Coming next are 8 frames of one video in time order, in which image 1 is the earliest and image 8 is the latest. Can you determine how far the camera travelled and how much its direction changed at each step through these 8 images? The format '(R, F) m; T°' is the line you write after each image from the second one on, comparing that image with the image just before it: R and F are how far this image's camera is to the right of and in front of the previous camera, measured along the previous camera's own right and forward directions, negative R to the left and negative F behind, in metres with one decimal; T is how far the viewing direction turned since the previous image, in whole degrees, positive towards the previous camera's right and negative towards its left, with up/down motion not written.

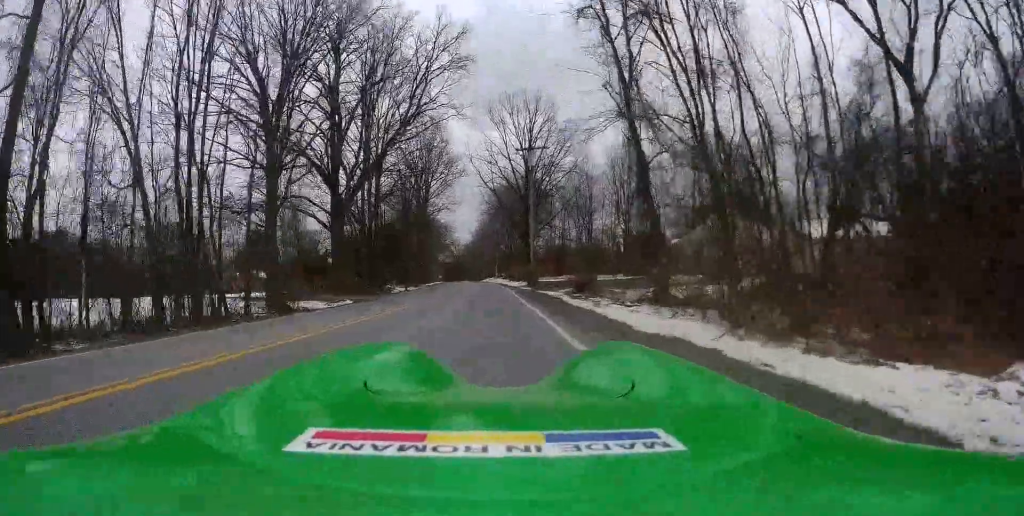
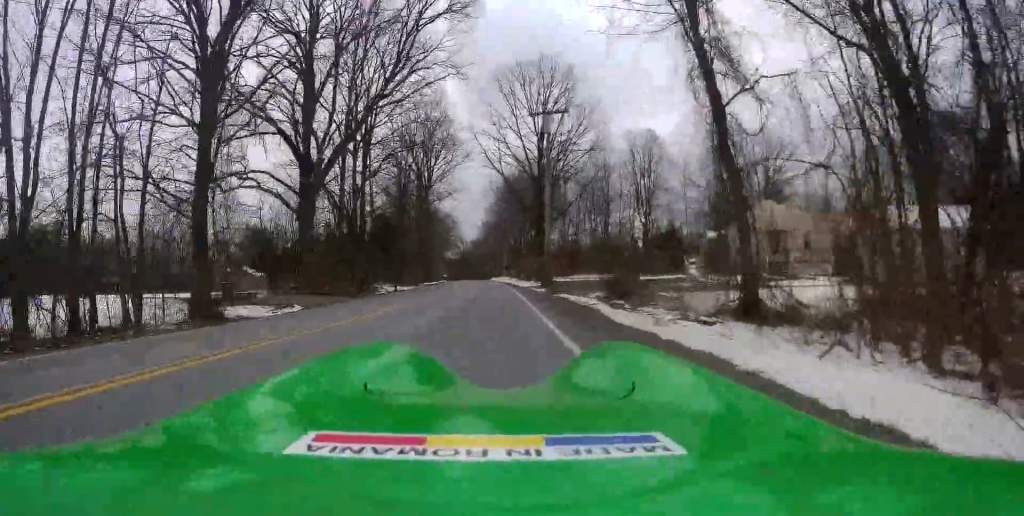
(0.0, +8.8) m; 0°
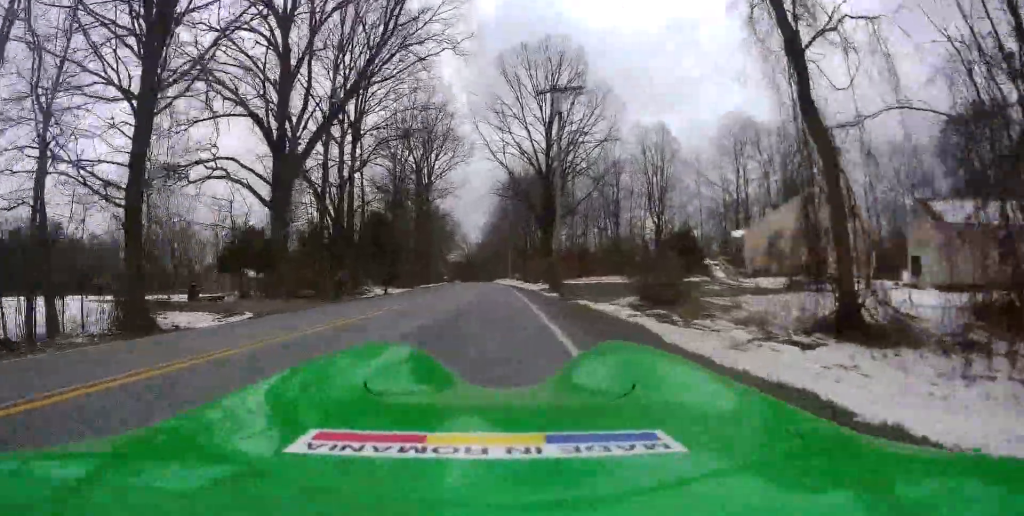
(0.0, +4.4) m; 0°
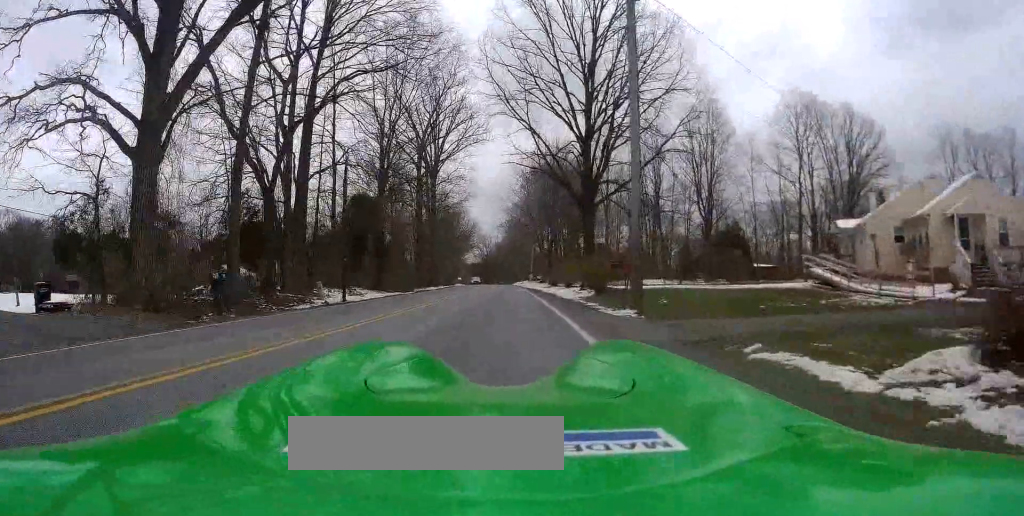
(-0.1, +11.0) m; -1°
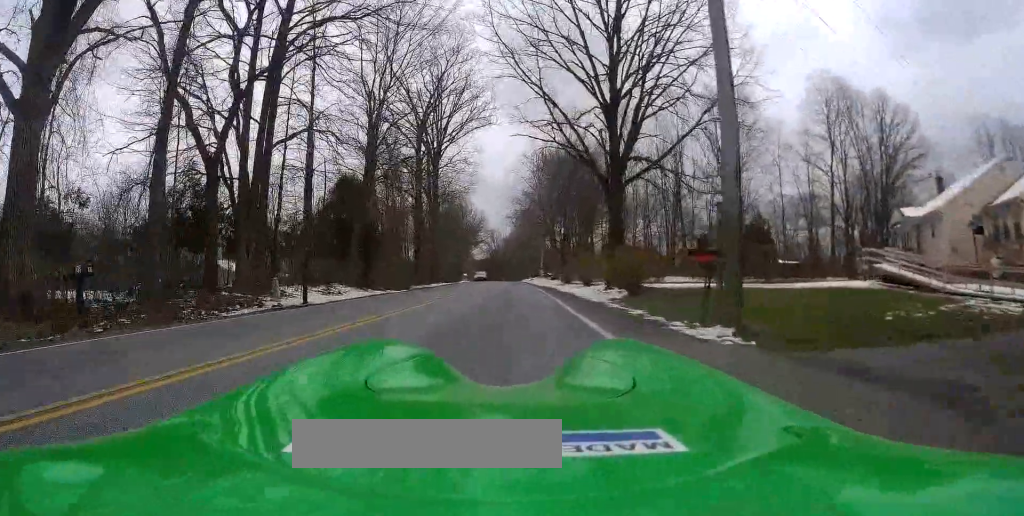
(0.0, +4.9) m; -1°
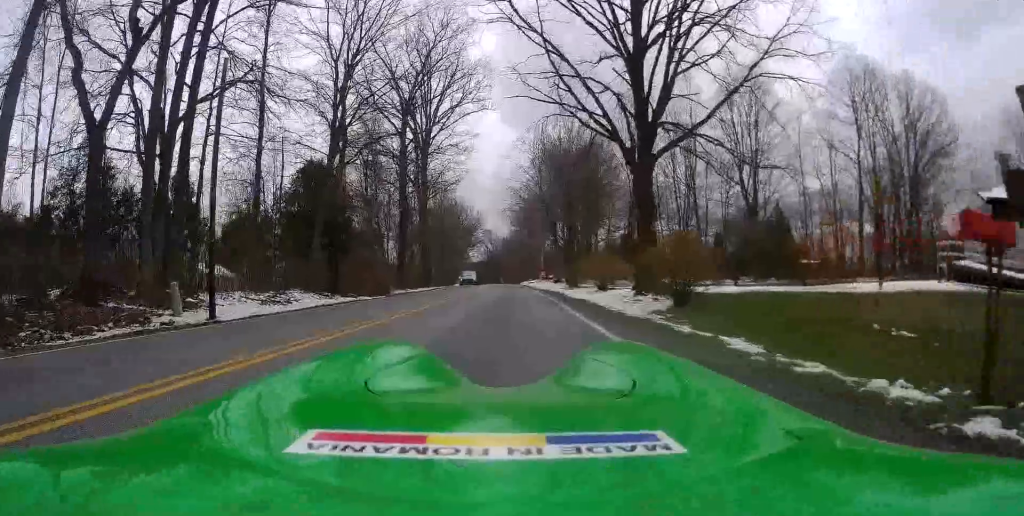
(-0.1, +5.5) m; -1°
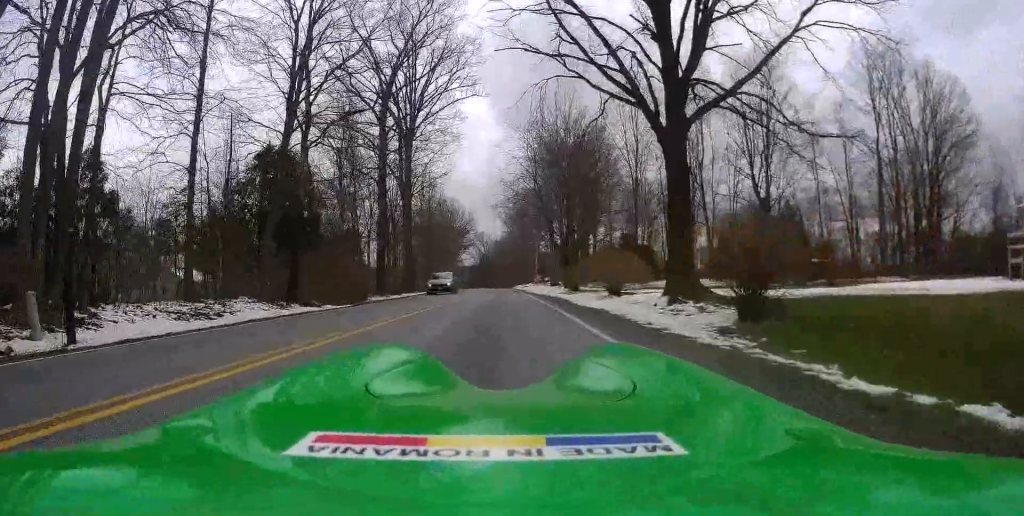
(0.0, +5.1) m; -1°
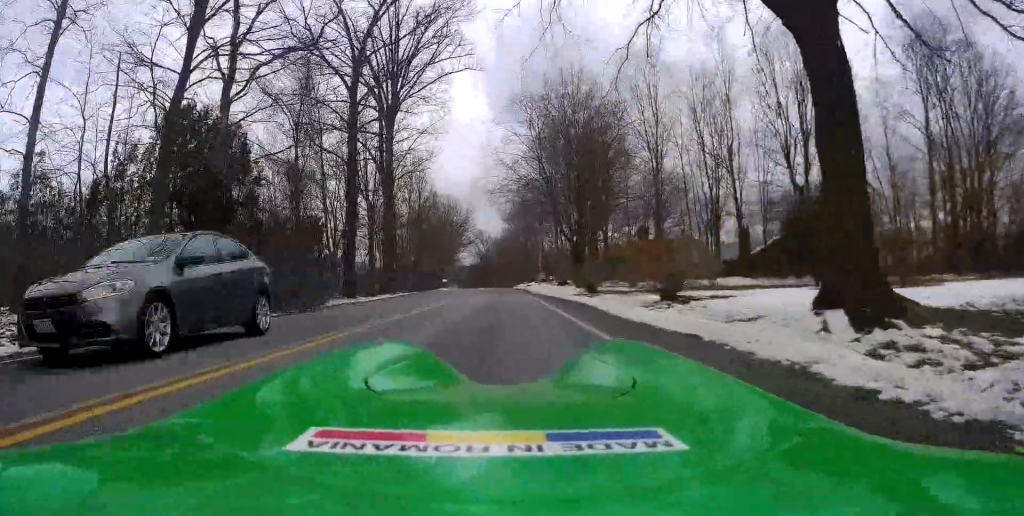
(0.0, +7.6) m; -2°
